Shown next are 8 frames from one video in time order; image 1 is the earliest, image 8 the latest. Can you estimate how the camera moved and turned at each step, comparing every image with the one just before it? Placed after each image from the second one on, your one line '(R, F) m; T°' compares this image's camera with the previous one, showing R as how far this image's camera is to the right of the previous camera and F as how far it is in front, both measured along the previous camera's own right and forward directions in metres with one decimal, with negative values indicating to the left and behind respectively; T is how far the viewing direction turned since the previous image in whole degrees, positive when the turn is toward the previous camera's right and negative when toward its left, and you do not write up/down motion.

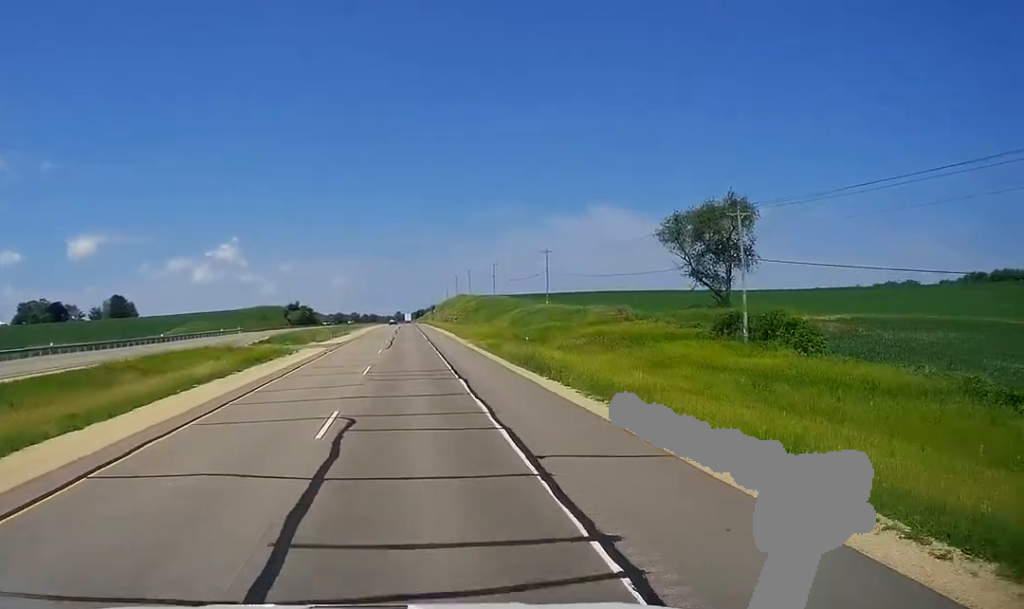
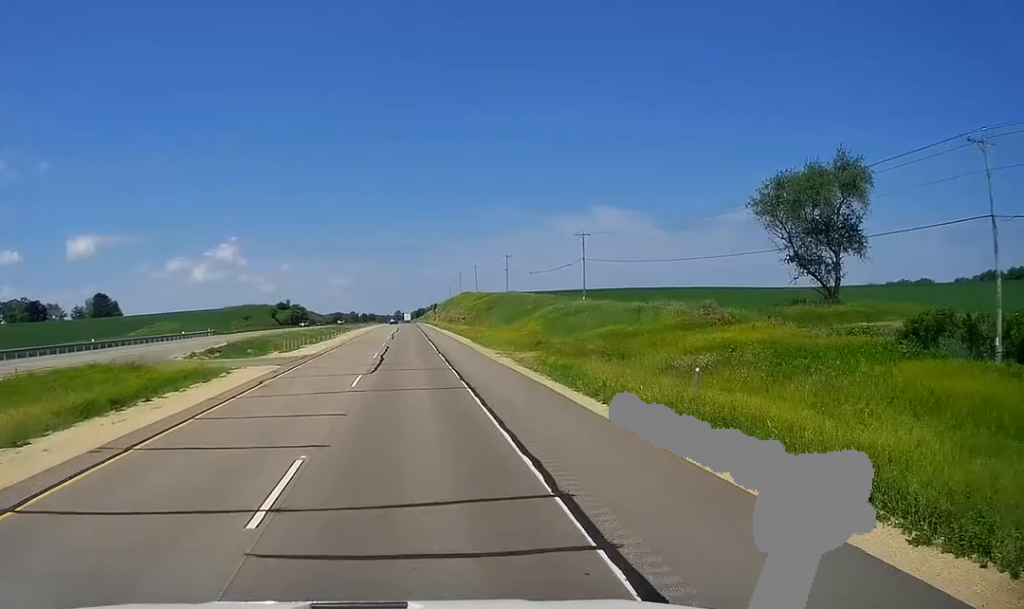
(+0.4, +21.8) m; +1°
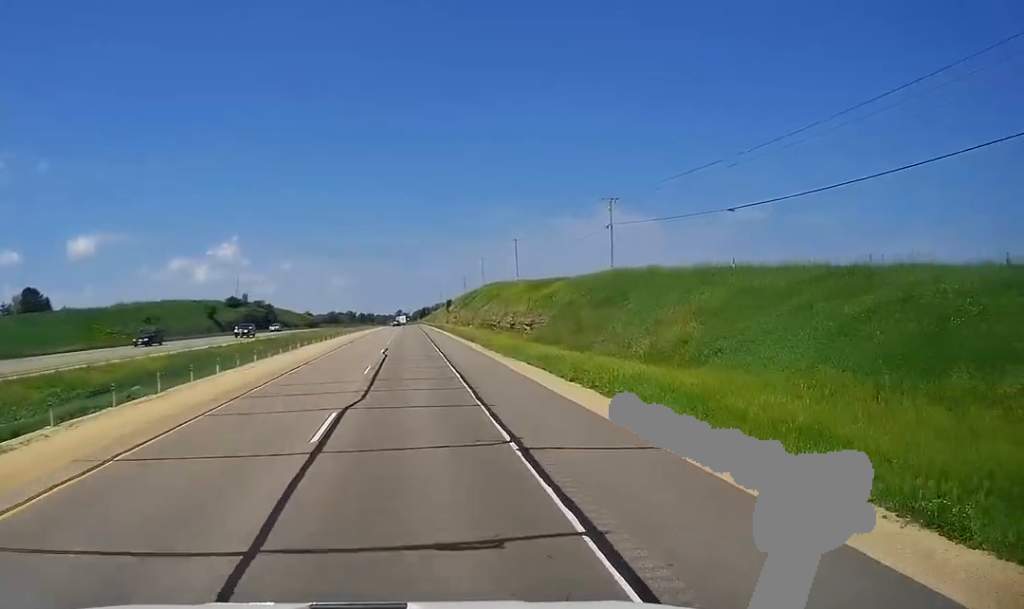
(-0.8, +70.7) m; -1°
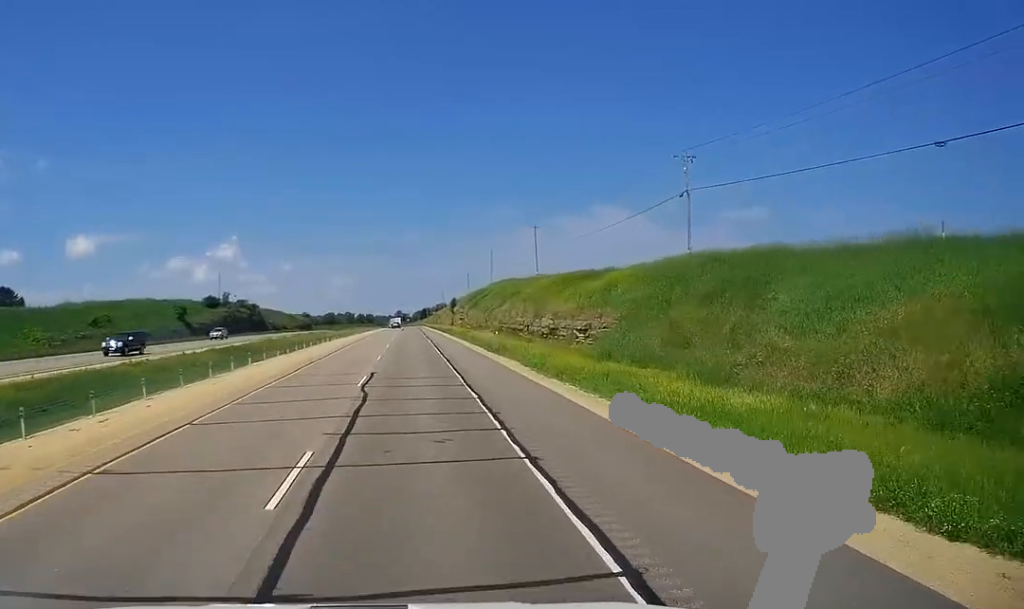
(+0.3, +19.1) m; +1°
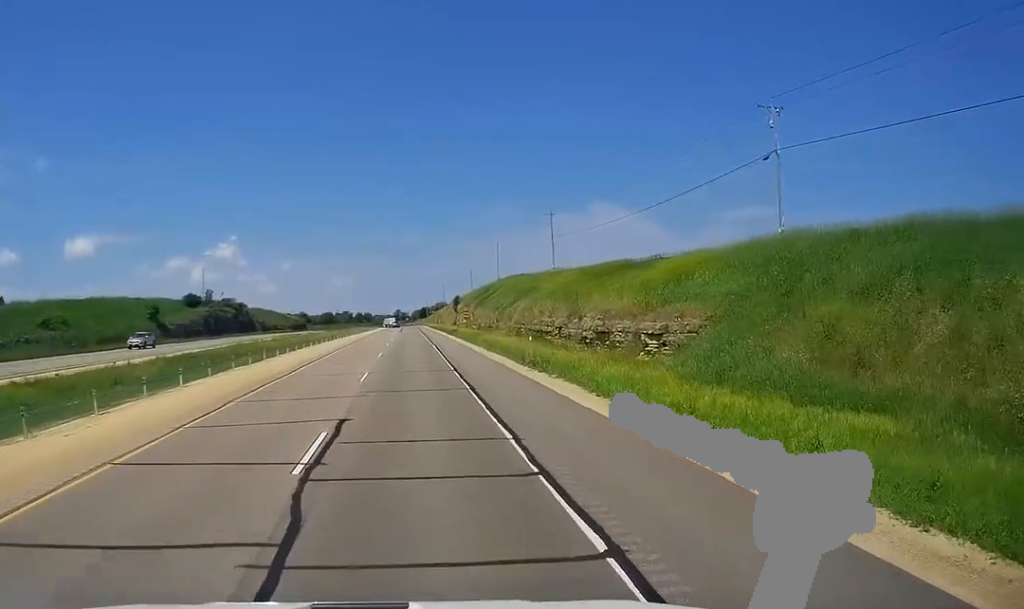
(0.0, +13.2) m; 0°
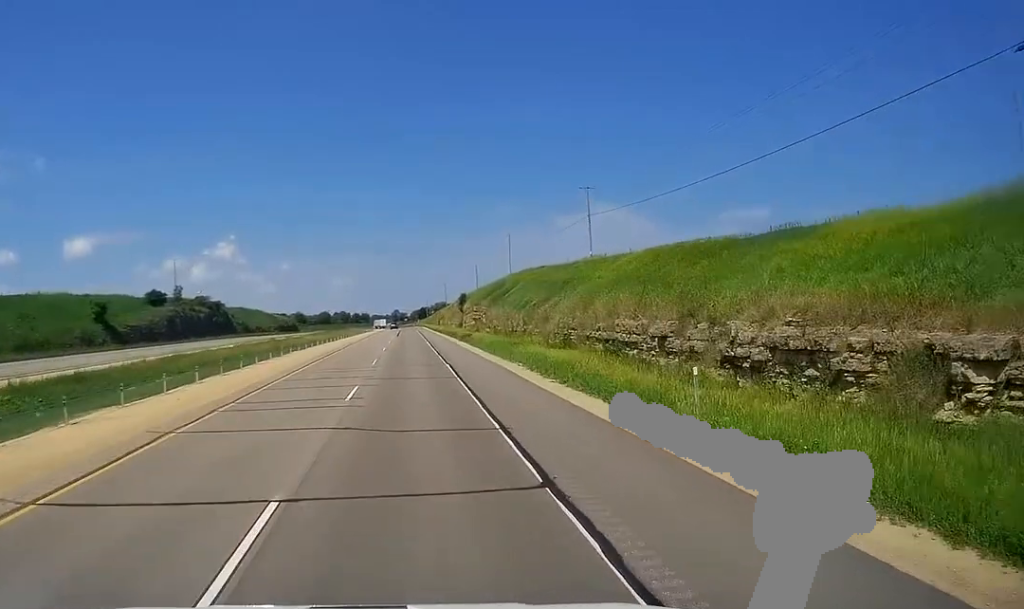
(0.0, +19.9) m; 0°
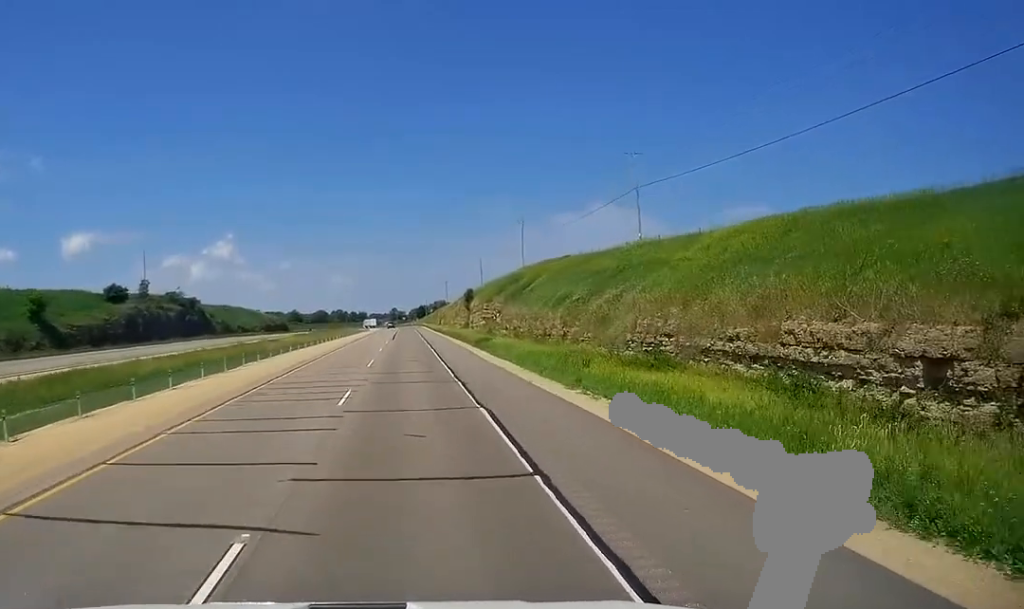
(0.0, +16.8) m; 0°
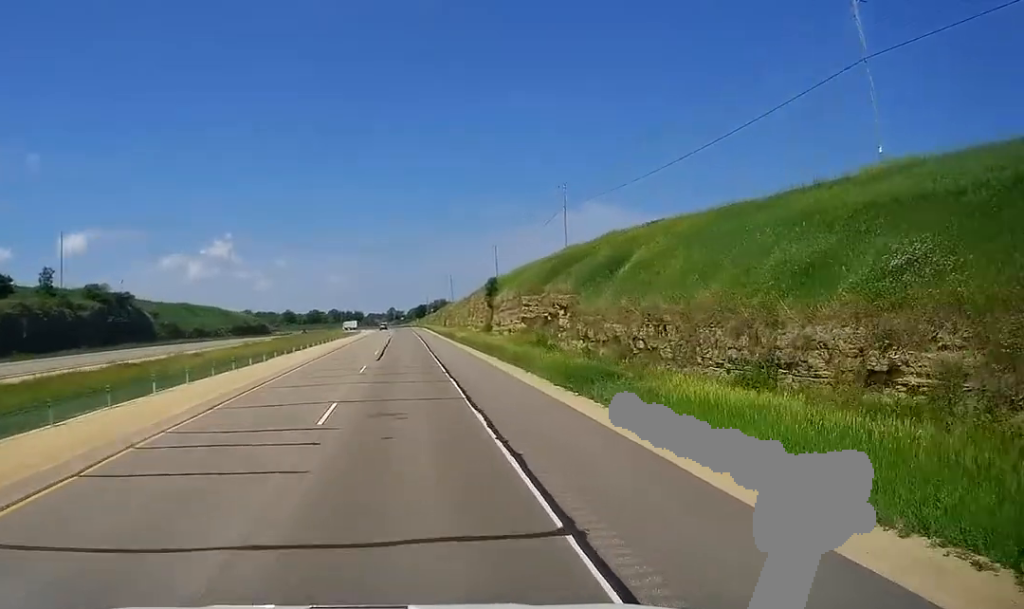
(0.0, +33.3) m; 0°
